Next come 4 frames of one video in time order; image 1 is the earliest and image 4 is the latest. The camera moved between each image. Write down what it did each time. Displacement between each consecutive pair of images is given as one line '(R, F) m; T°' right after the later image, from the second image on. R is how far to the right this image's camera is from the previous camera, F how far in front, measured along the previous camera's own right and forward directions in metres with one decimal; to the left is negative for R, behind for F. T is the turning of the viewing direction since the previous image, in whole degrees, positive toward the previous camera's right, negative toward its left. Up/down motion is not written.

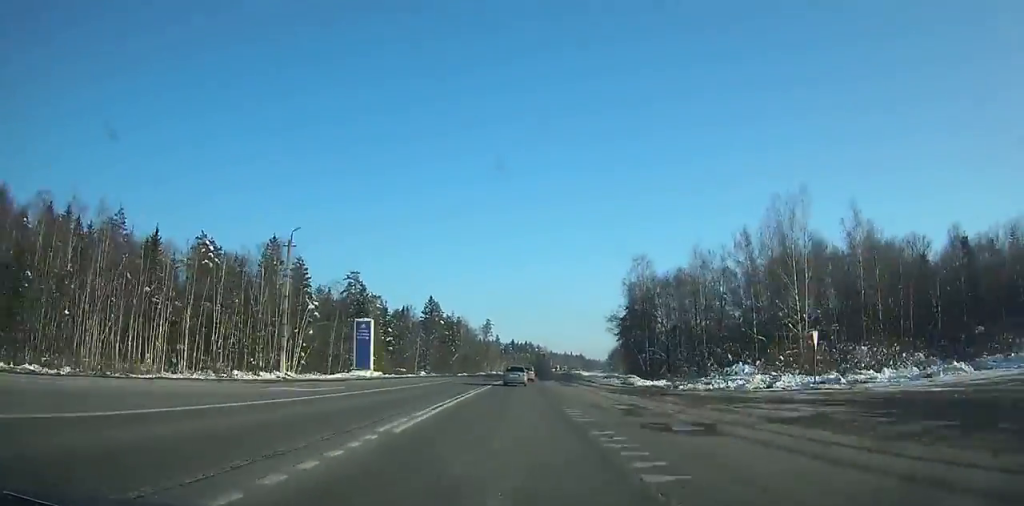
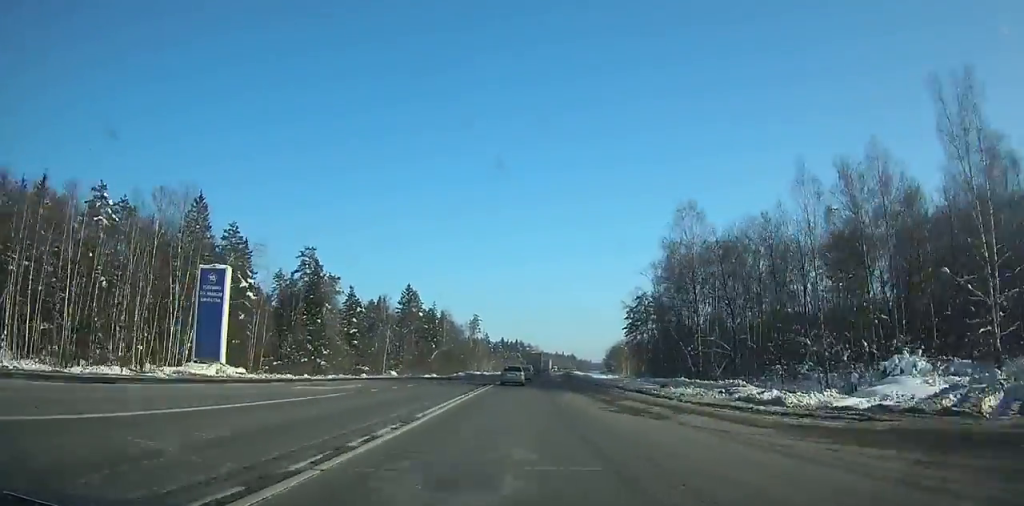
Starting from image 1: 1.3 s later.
(+0.5, +30.7) m; +1°
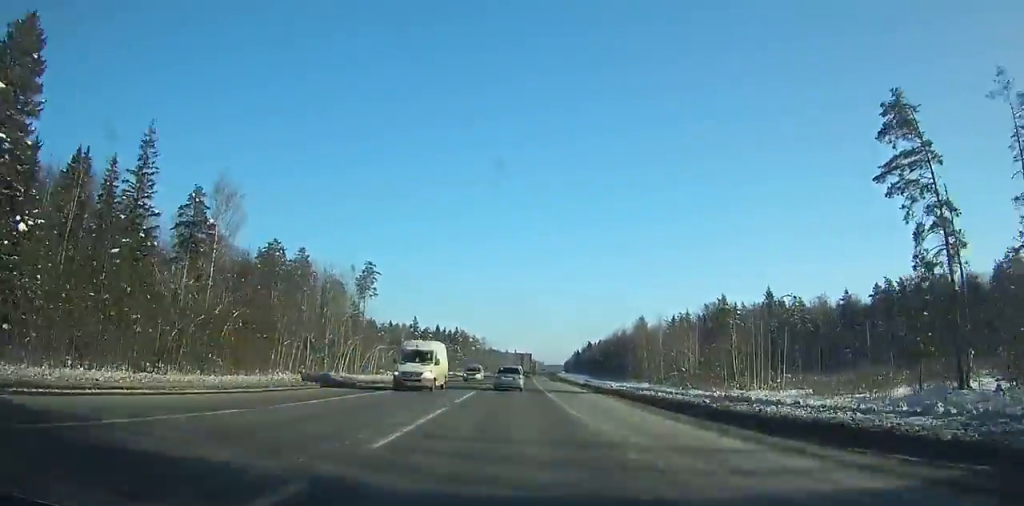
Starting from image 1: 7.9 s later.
(+2.4, +155.5) m; +3°
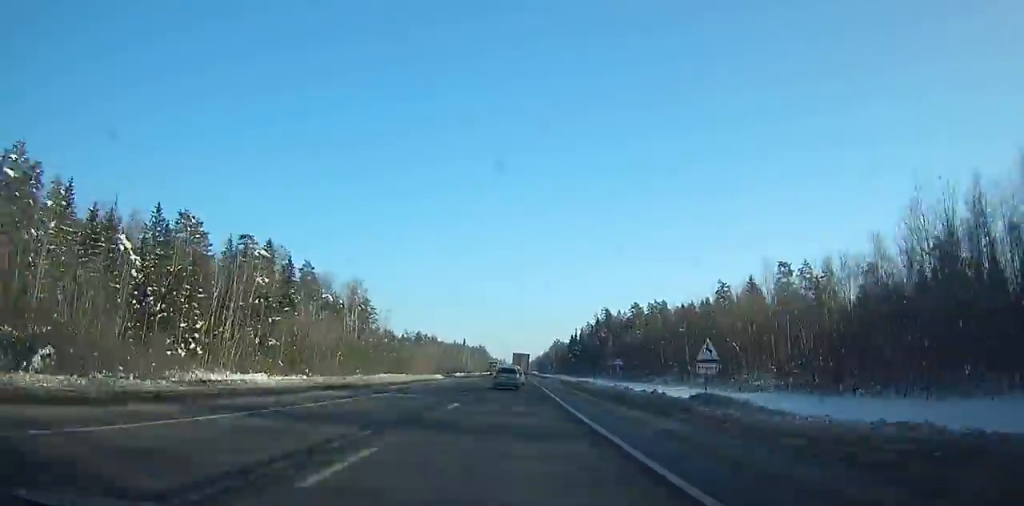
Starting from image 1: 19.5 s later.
(+24.5, +270.7) m; +6°
